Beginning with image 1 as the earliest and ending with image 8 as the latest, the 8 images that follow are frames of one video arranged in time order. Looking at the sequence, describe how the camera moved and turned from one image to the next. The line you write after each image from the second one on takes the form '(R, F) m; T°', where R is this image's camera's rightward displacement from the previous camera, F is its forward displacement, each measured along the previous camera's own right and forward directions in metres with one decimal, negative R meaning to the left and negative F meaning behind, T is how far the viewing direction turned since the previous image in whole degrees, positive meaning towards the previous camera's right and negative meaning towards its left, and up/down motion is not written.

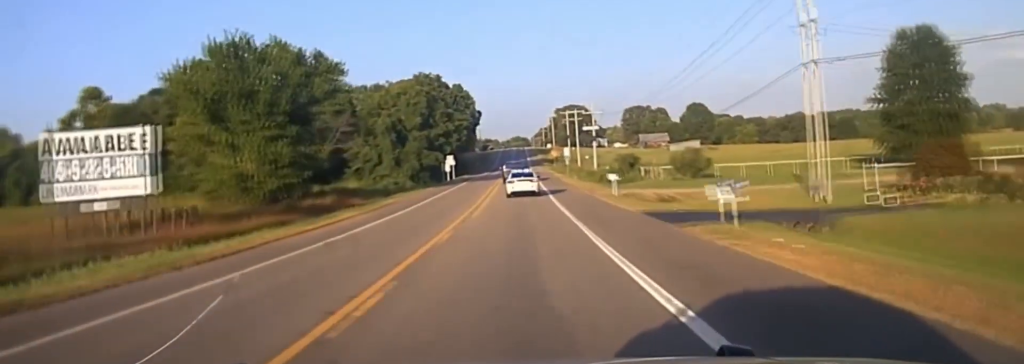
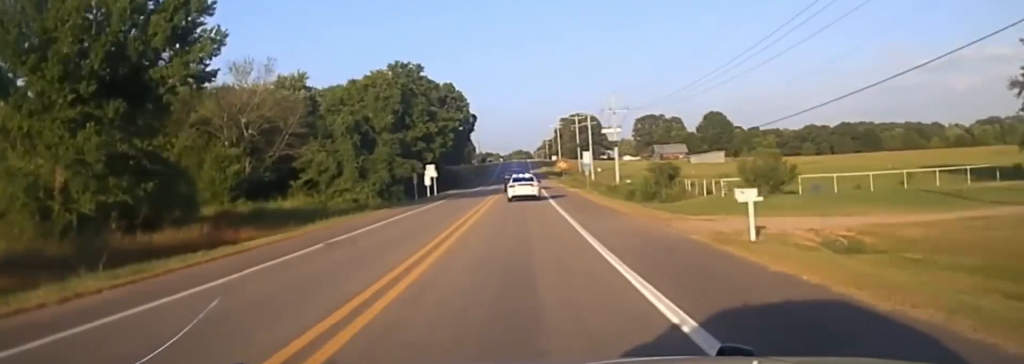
(0.0, +29.3) m; 0°
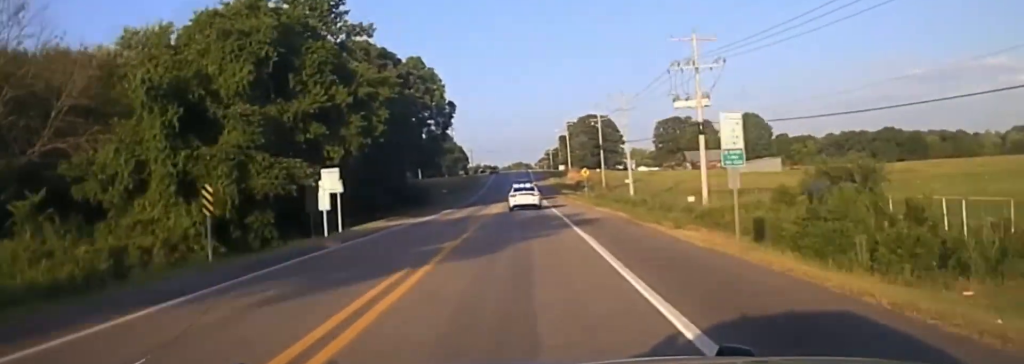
(0.0, +50.4) m; -1°
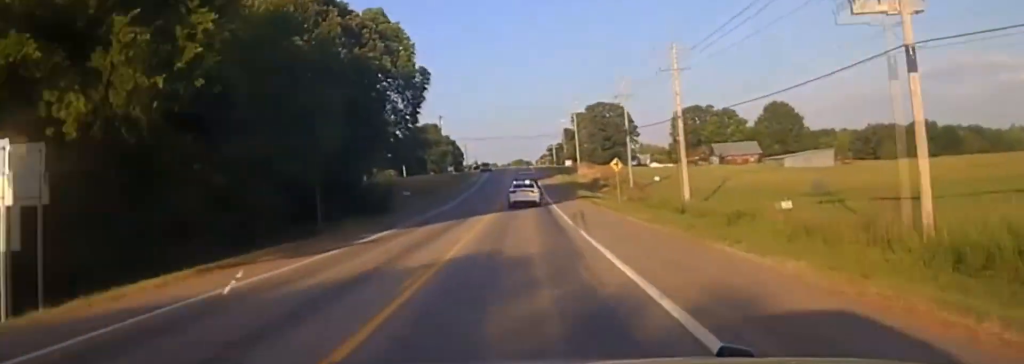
(-0.2, +28.1) m; 0°
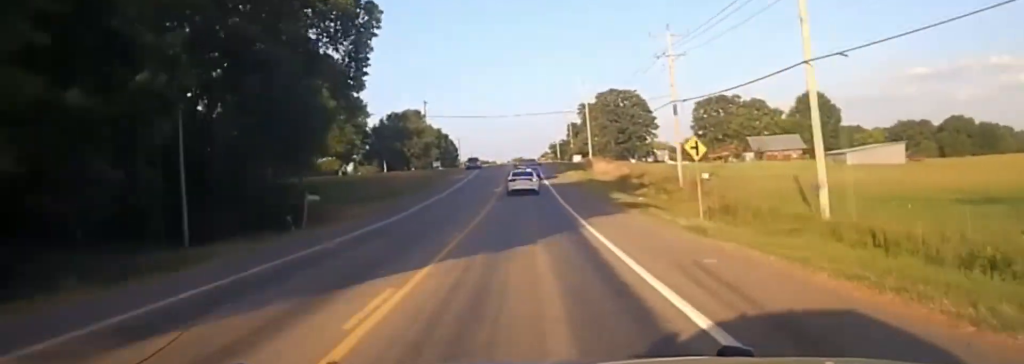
(-0.2, +30.9) m; 0°
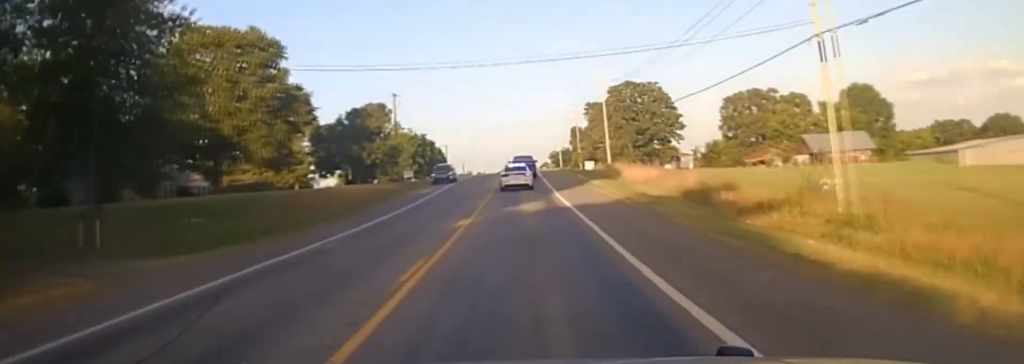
(+0.3, +32.3) m; +1°
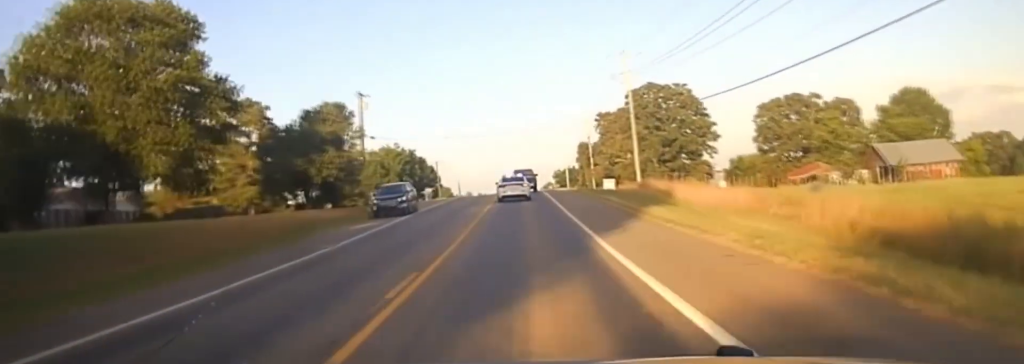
(0.0, +24.8) m; 0°
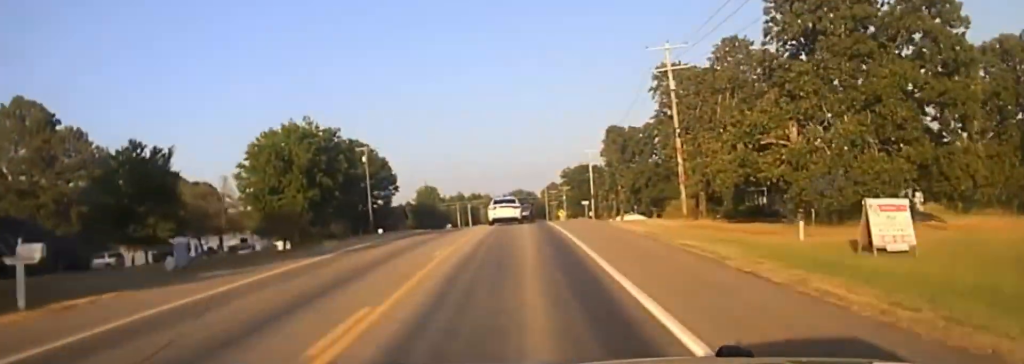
(+0.1, +73.7) m; 0°
